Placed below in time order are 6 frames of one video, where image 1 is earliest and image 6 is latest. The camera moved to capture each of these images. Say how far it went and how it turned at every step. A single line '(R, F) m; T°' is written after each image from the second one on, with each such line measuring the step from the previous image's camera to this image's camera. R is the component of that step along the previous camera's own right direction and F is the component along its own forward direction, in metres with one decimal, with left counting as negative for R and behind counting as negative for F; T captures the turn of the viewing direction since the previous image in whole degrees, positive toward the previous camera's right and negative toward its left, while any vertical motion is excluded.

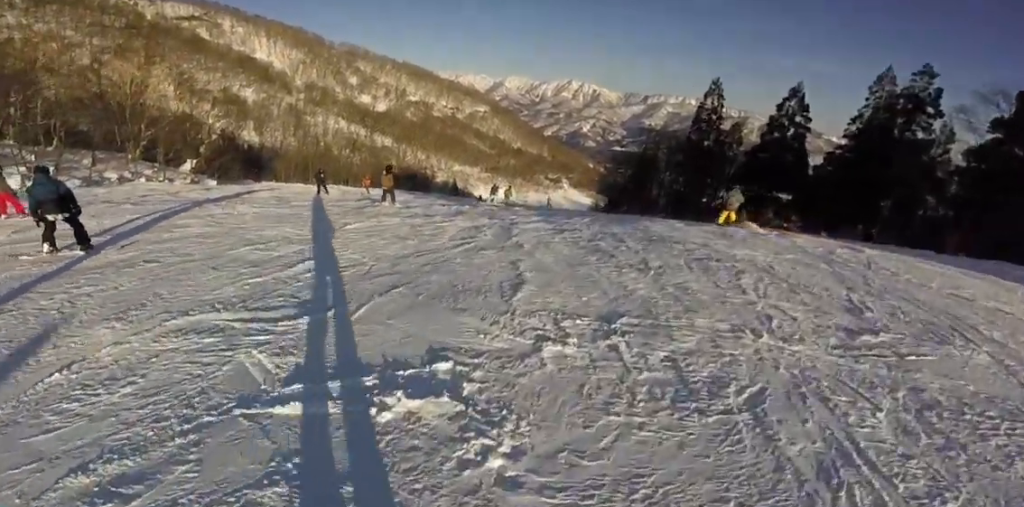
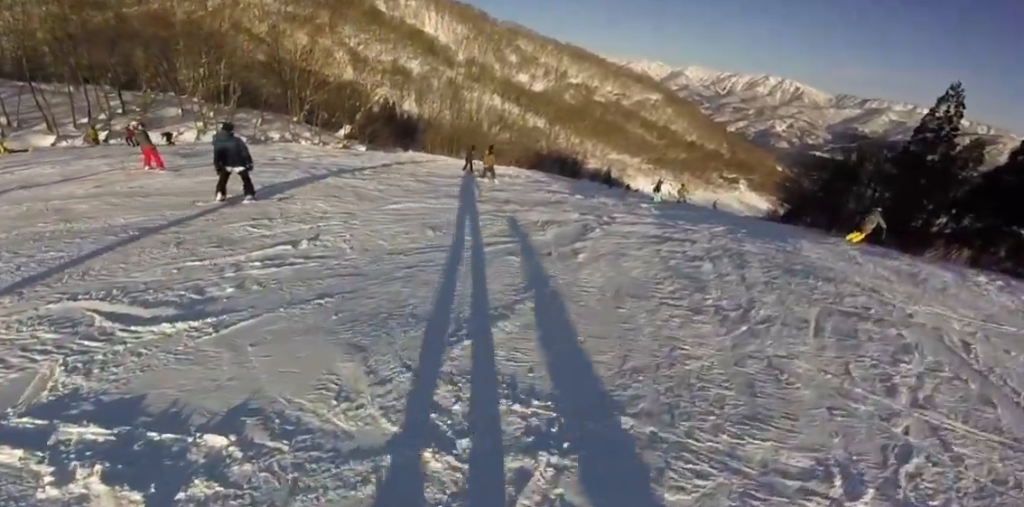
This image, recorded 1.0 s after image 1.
(-0.2, +2.0) m; -11°
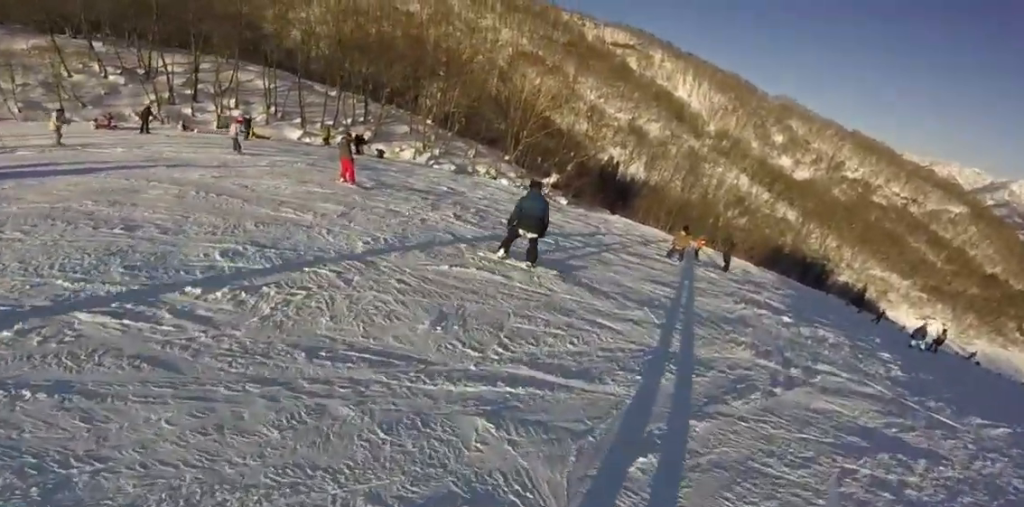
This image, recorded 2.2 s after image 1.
(-0.3, +2.5) m; -13°
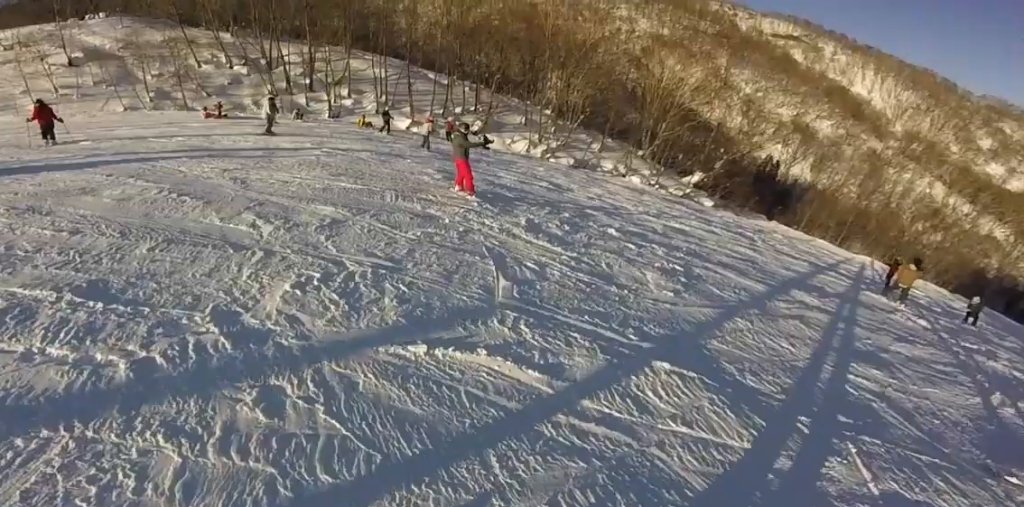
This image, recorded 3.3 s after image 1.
(-0.2, +2.4) m; -11°
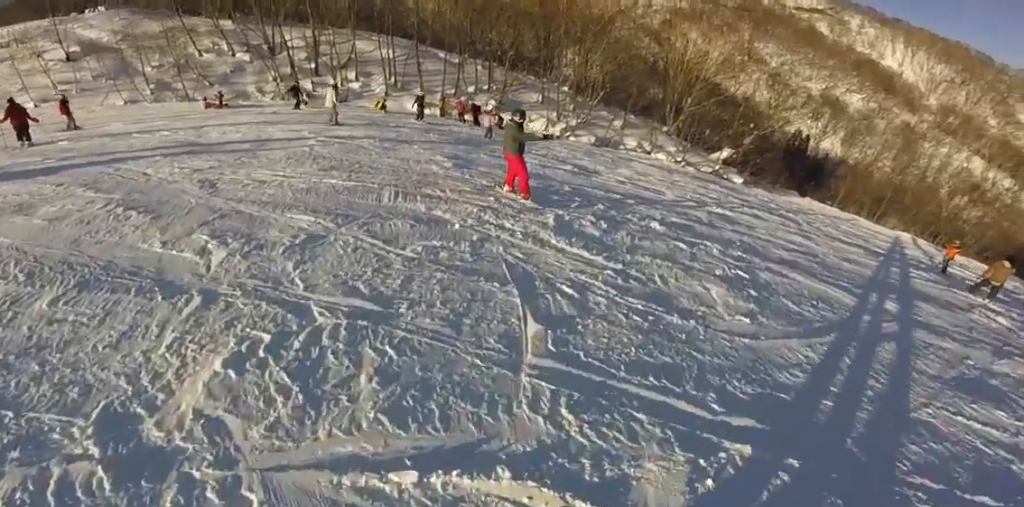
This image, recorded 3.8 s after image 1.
(-0.1, +1.2) m; -4°
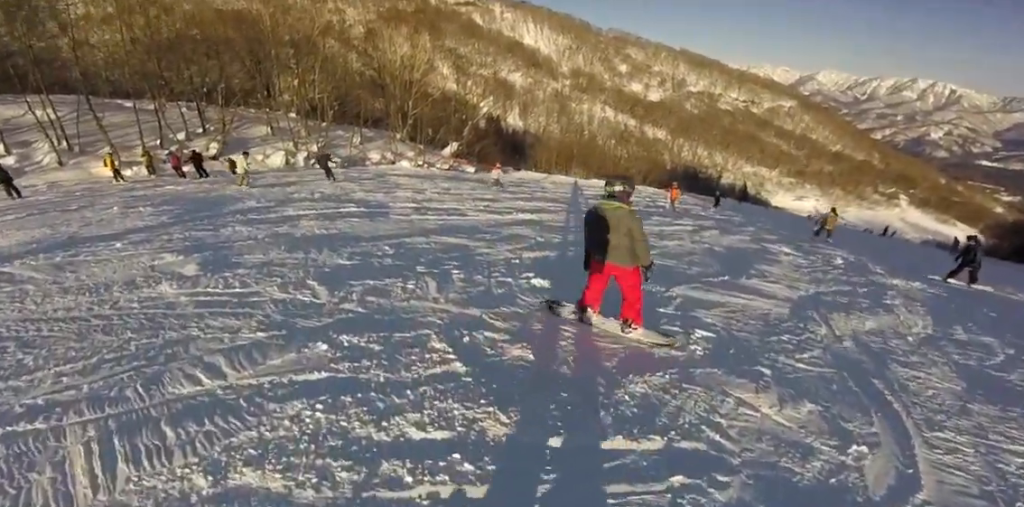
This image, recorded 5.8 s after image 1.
(-0.1, +4.5) m; +7°
